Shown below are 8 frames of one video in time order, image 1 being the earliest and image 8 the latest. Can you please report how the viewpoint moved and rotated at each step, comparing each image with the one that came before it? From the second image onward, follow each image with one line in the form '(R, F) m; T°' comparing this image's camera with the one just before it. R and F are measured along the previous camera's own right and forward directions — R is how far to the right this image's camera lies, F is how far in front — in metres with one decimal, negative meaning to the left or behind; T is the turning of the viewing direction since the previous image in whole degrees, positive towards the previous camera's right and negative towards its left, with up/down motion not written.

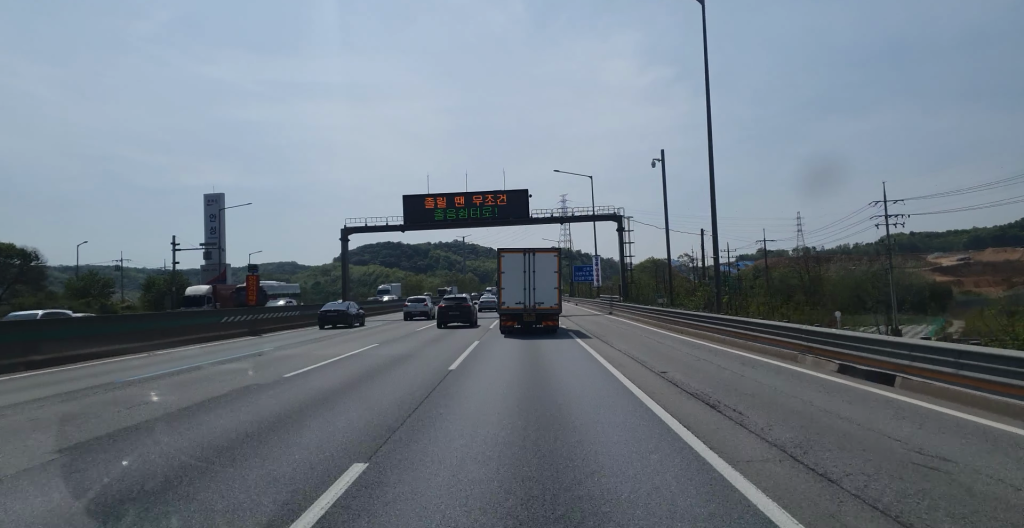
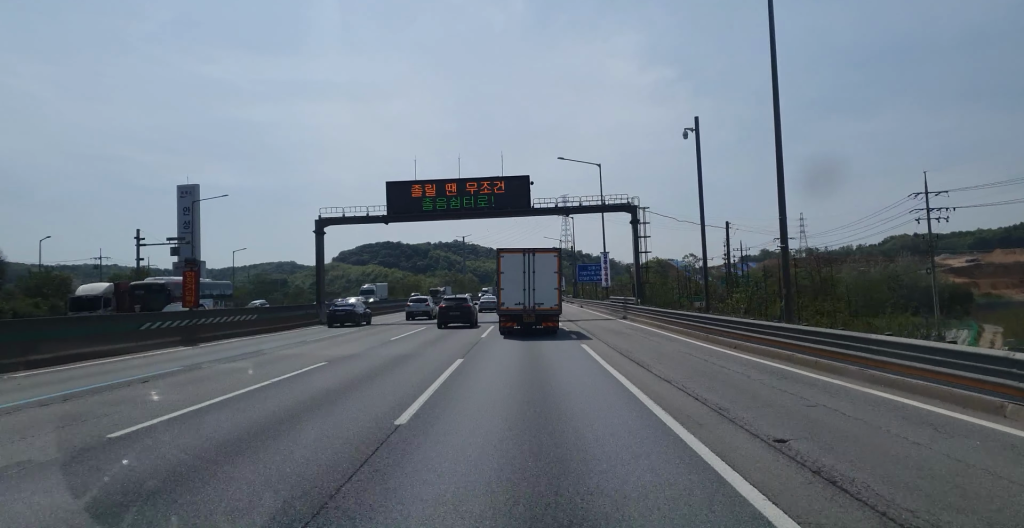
(-0.1, +7.9) m; 0°
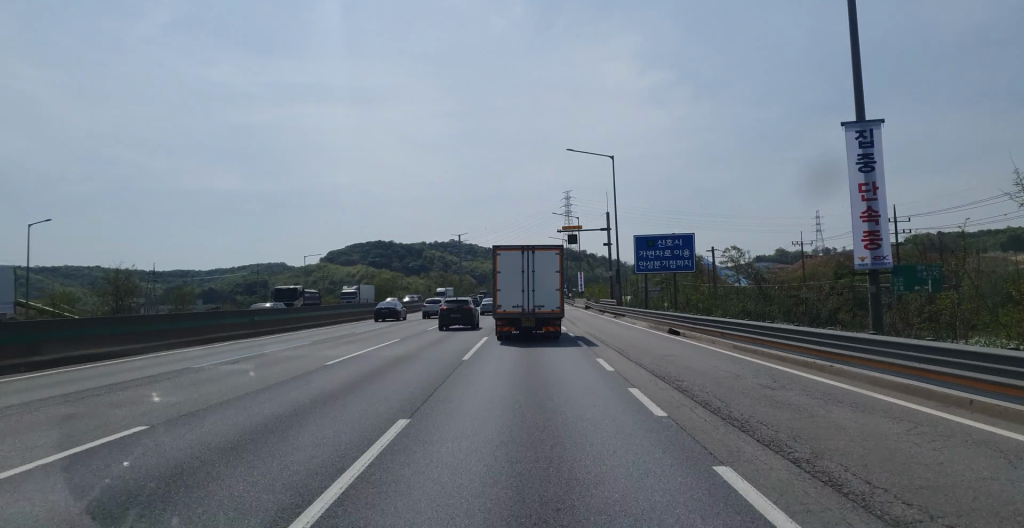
(-0.6, +49.1) m; -2°
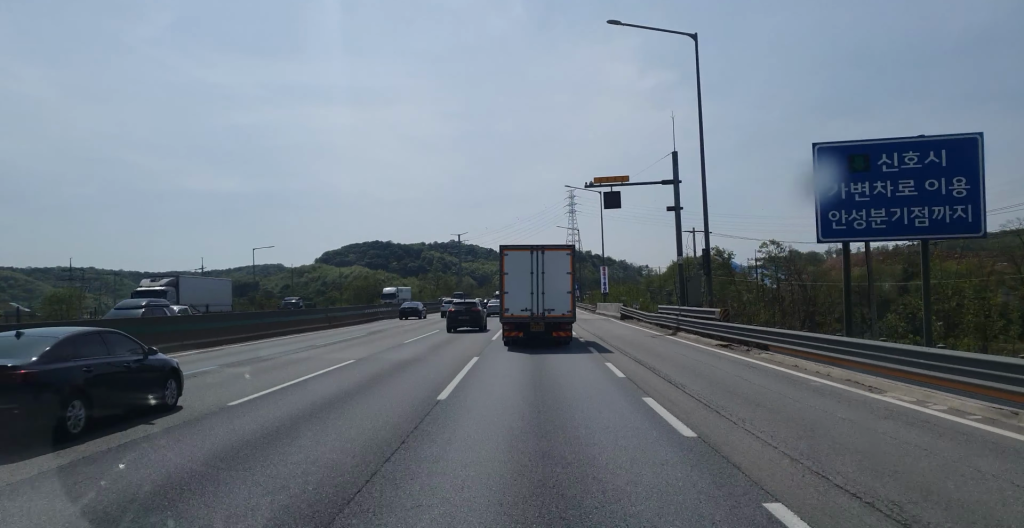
(-0.3, +28.4) m; 0°
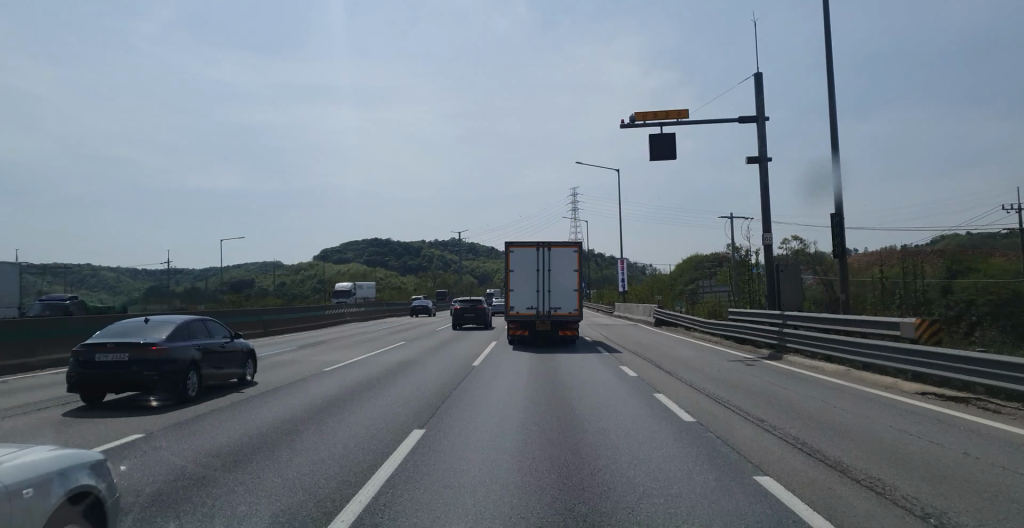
(+0.2, +12.6) m; +1°
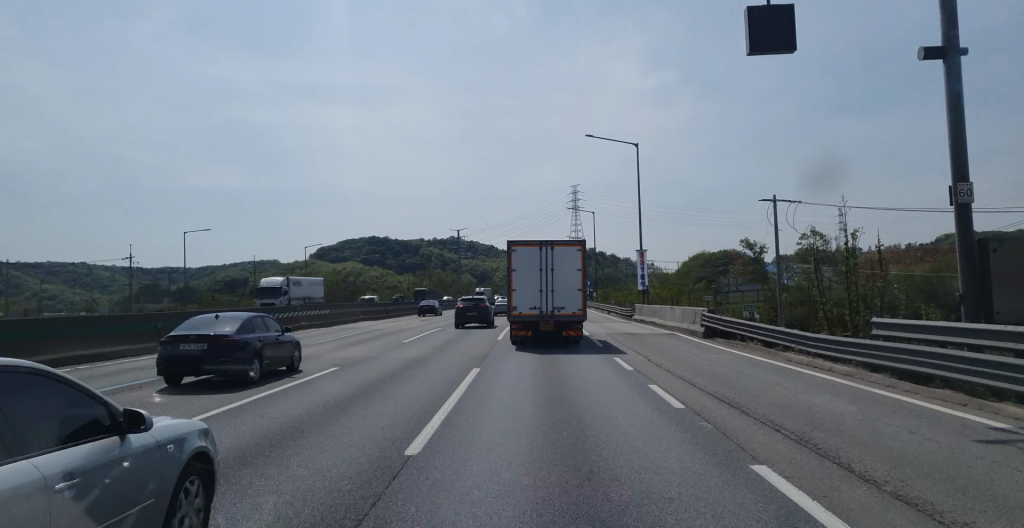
(+0.1, +10.6) m; 0°
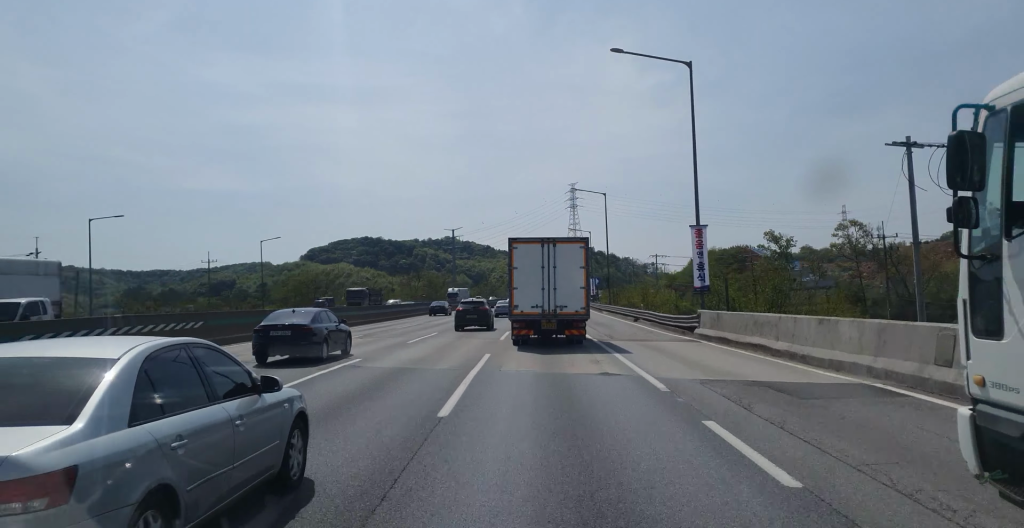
(-0.1, +17.9) m; -1°
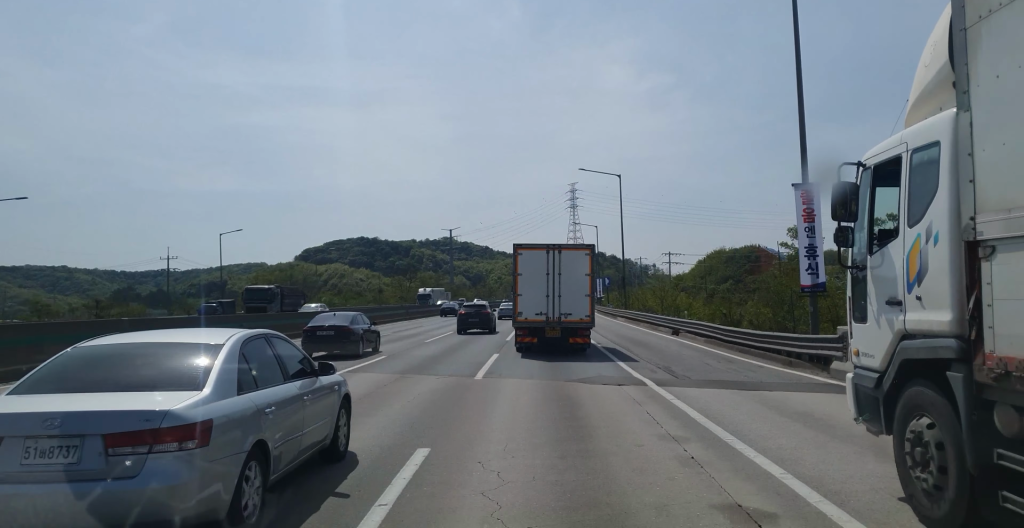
(-0.1, +13.8) m; -1°
